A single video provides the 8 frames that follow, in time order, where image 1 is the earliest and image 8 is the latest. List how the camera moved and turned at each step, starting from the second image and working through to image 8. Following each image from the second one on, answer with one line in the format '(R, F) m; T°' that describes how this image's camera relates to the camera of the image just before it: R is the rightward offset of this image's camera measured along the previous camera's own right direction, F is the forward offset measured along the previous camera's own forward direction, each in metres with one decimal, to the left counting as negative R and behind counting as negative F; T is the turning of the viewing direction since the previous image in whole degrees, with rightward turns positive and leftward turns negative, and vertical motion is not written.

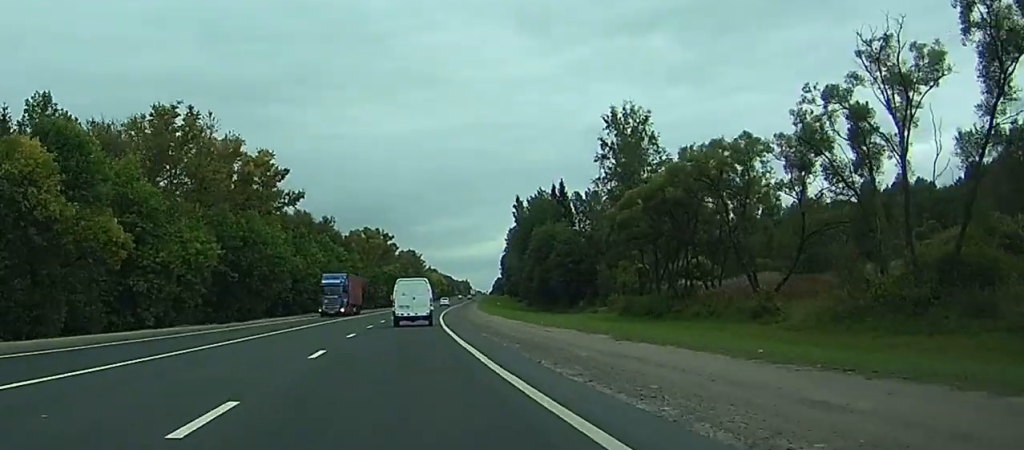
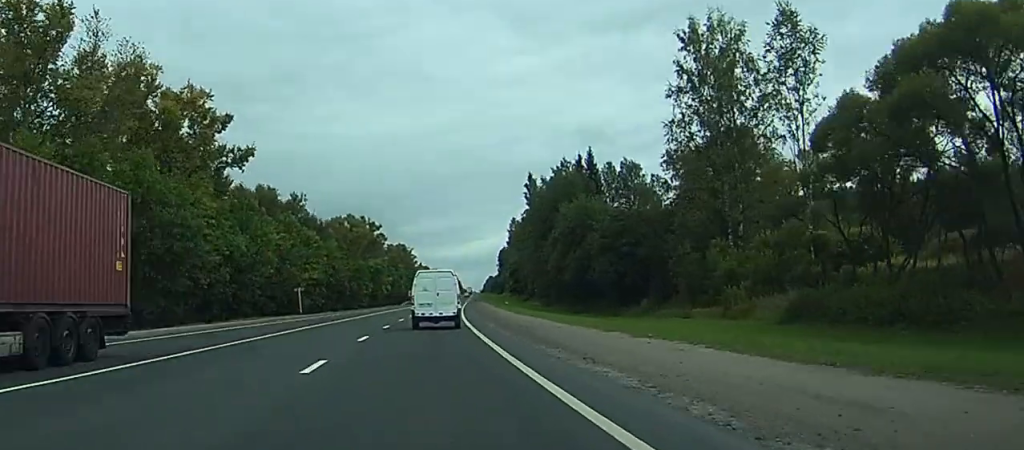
(+0.4, +40.3) m; +1°
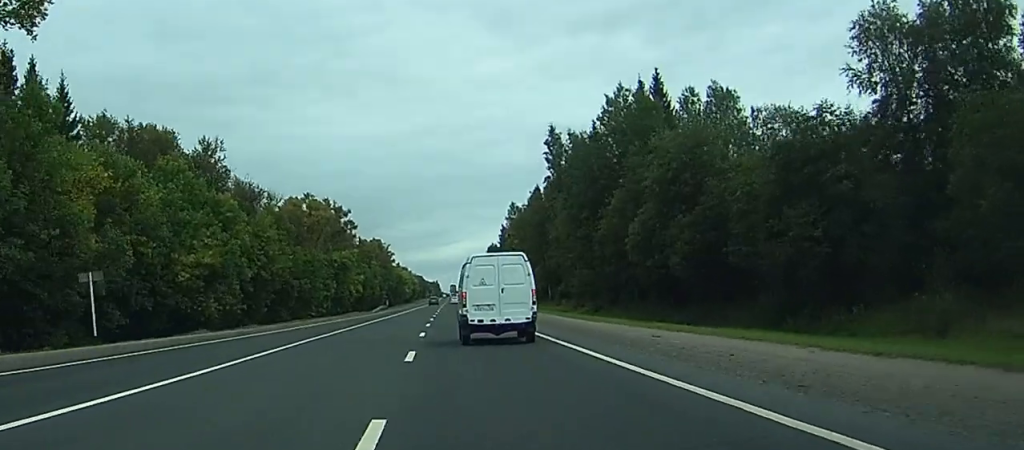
(+0.7, +57.2) m; +1°
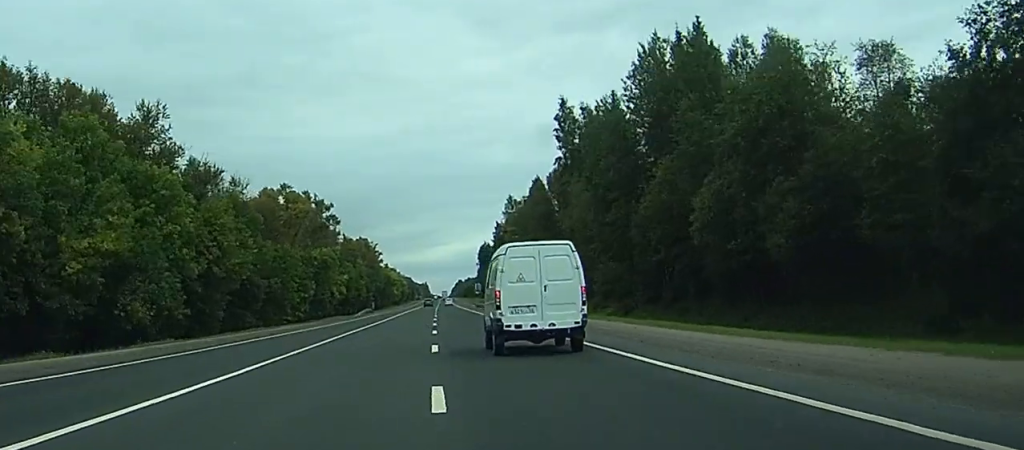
(+0.1, +20.5) m; +1°
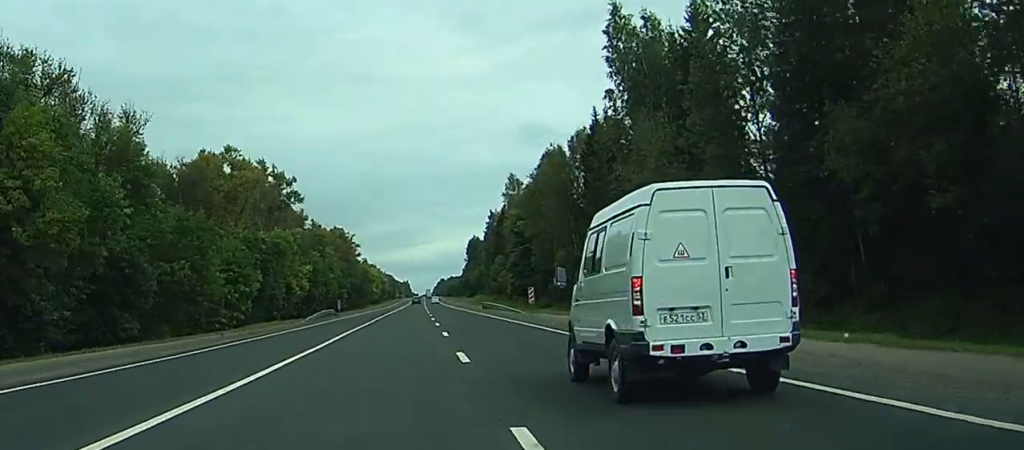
(+0.8, +40.3) m; +2°
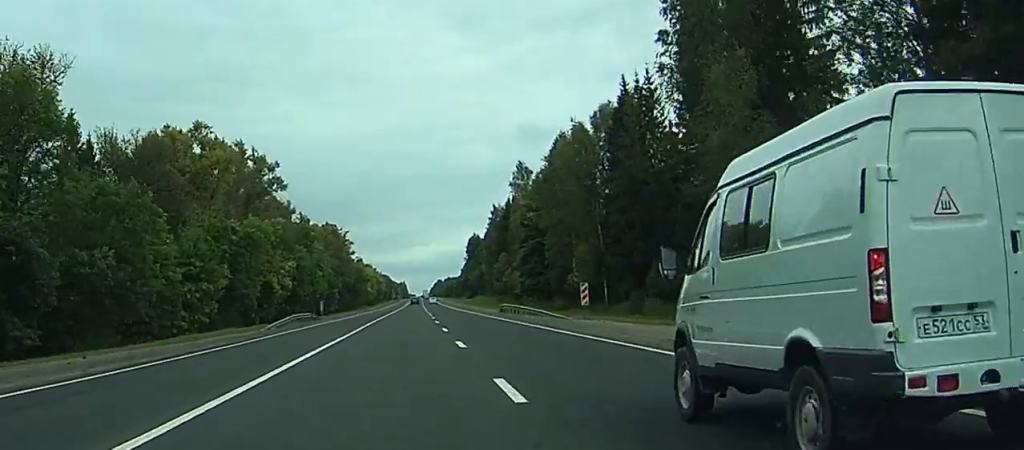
(+0.1, +18.8) m; +1°
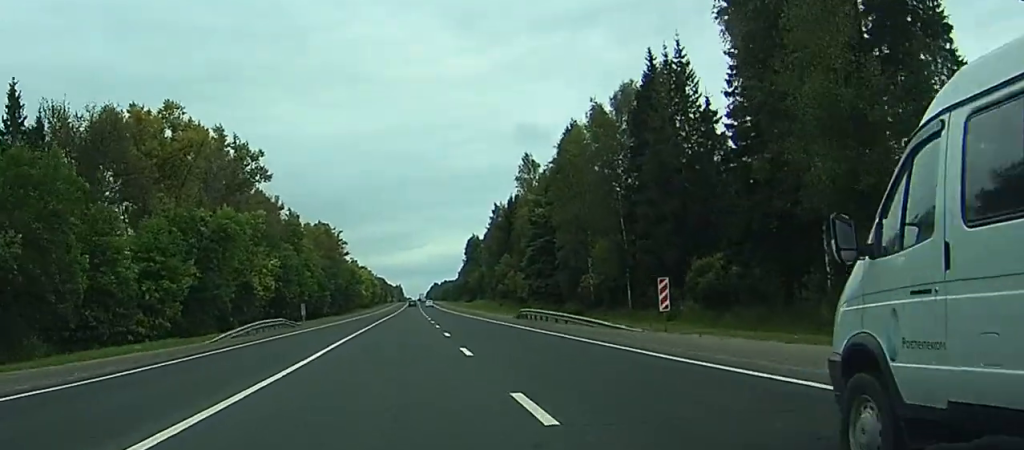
(0.0, +13.5) m; 0°
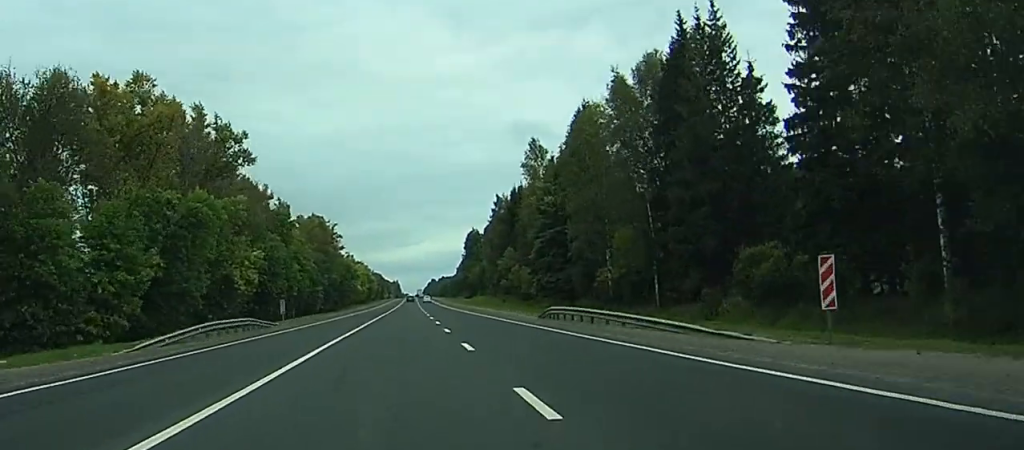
(0.0, +11.7) m; 0°
